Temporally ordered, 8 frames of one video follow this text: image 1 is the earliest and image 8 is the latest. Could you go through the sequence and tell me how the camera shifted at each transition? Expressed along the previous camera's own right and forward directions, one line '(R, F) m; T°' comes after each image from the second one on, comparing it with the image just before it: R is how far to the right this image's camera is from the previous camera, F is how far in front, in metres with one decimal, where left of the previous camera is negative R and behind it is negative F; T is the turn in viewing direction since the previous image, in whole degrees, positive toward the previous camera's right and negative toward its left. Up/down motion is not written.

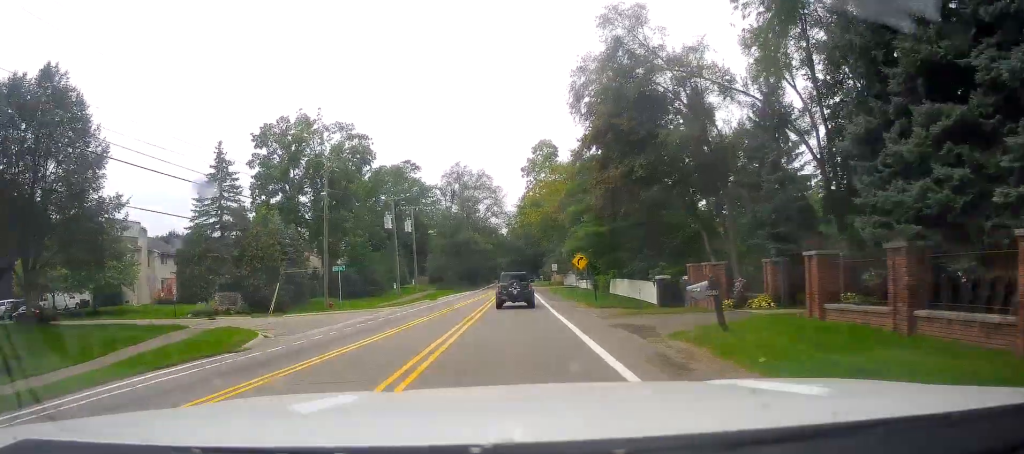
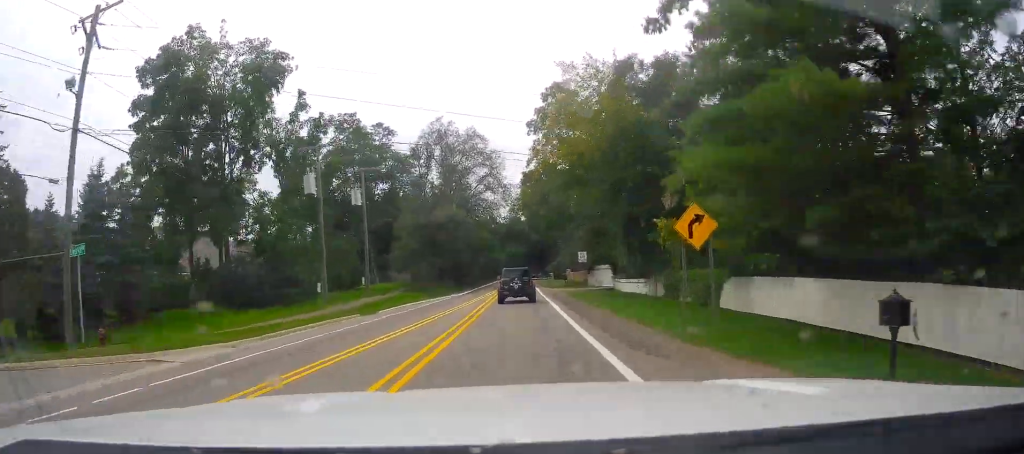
(+0.5, +28.0) m; -1°
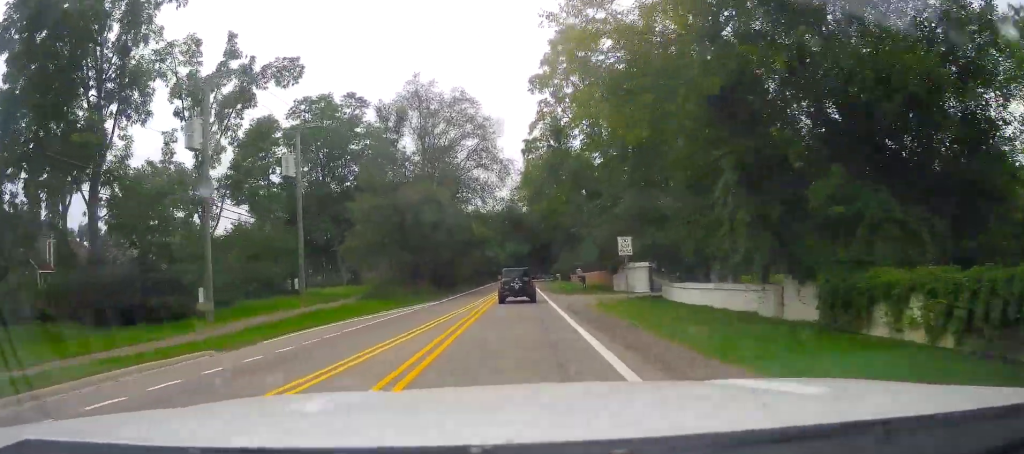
(-0.5, +16.5) m; 0°
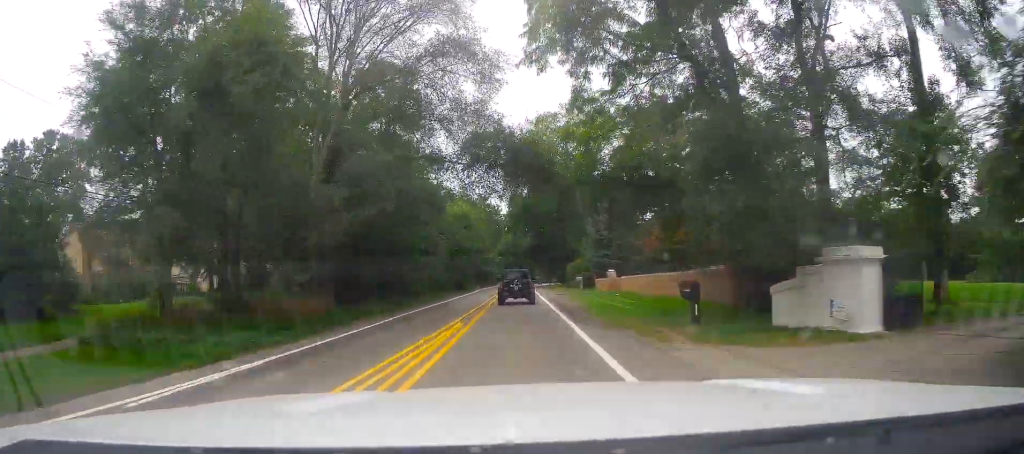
(+0.7, +29.3) m; +1°
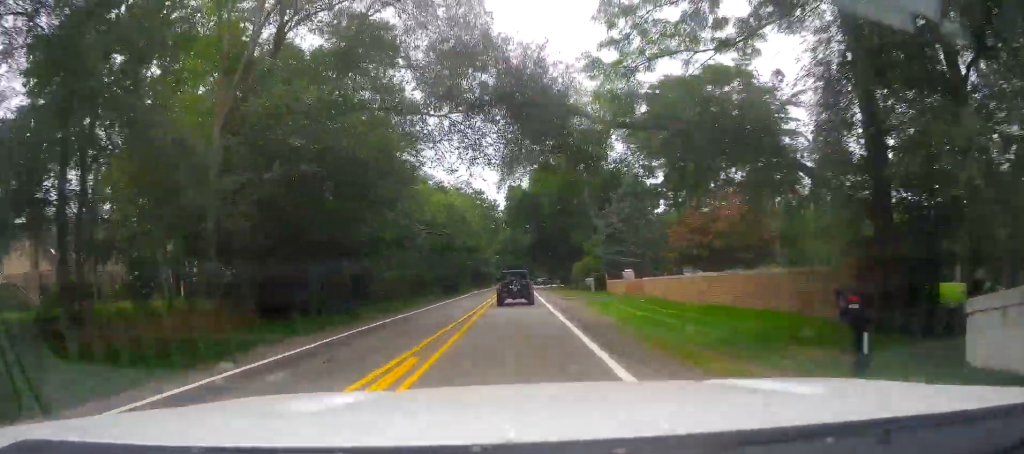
(+0.1, +8.8) m; -1°
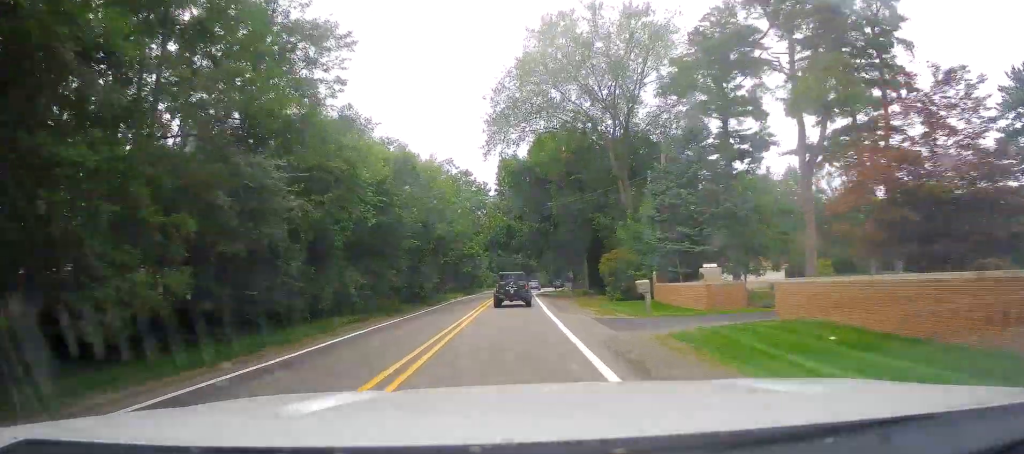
(-0.5, +19.6) m; -2°
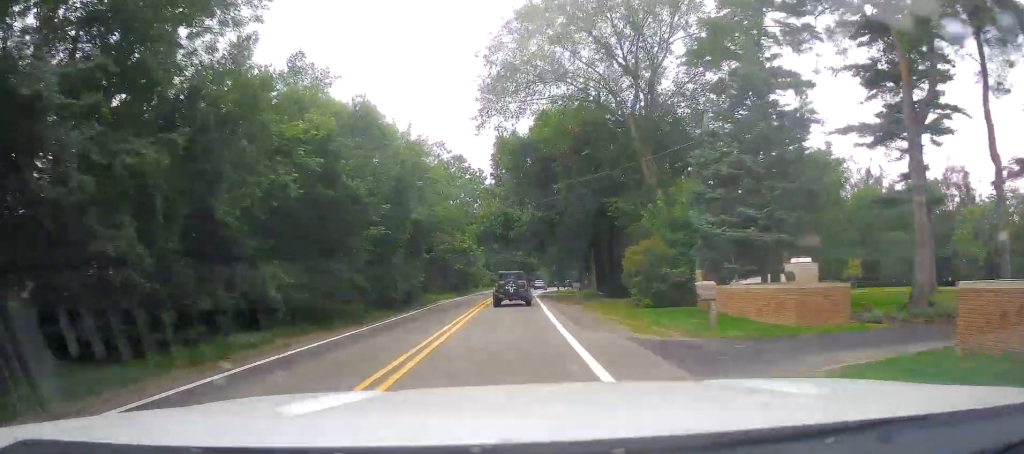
(0.0, +8.2) m; 0°
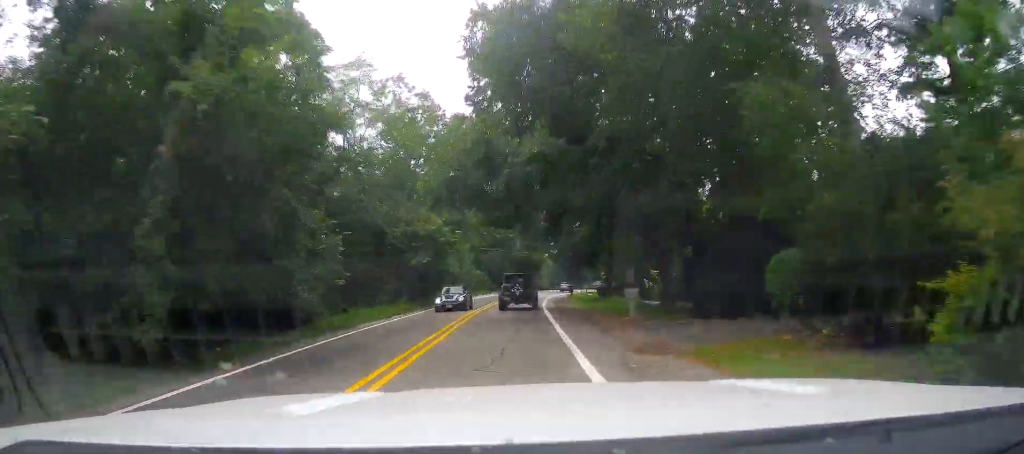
(0.0, +21.4) m; 0°
